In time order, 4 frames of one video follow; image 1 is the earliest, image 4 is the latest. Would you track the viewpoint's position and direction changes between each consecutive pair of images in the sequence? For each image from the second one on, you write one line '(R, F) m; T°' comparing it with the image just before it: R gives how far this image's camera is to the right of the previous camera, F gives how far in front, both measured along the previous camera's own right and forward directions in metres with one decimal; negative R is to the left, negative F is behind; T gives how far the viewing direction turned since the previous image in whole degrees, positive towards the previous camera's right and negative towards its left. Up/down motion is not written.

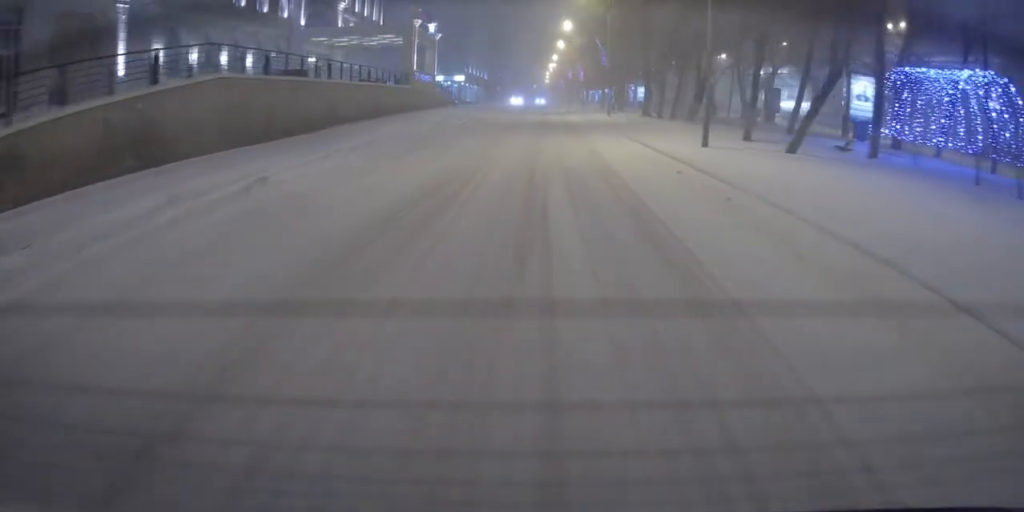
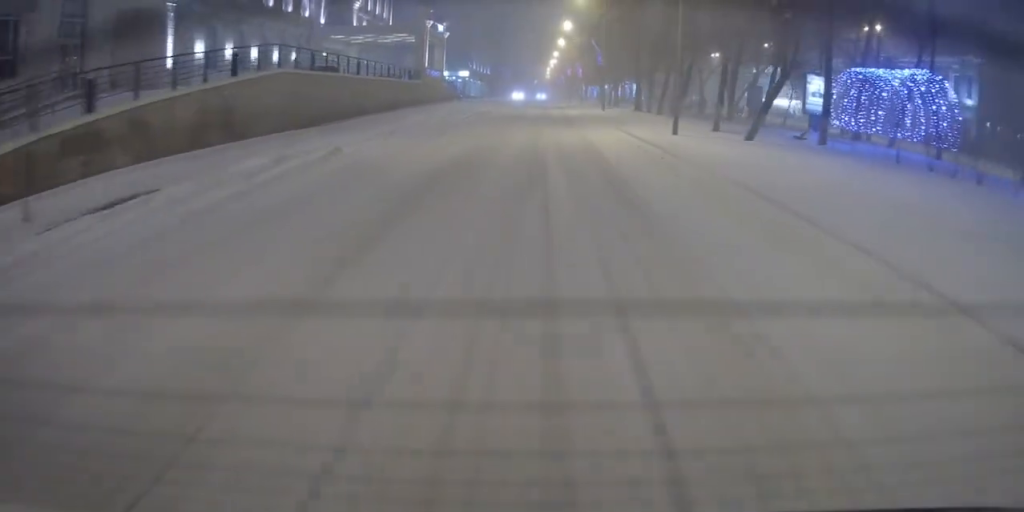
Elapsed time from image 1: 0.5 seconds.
(0.0, +4.4) m; 0°
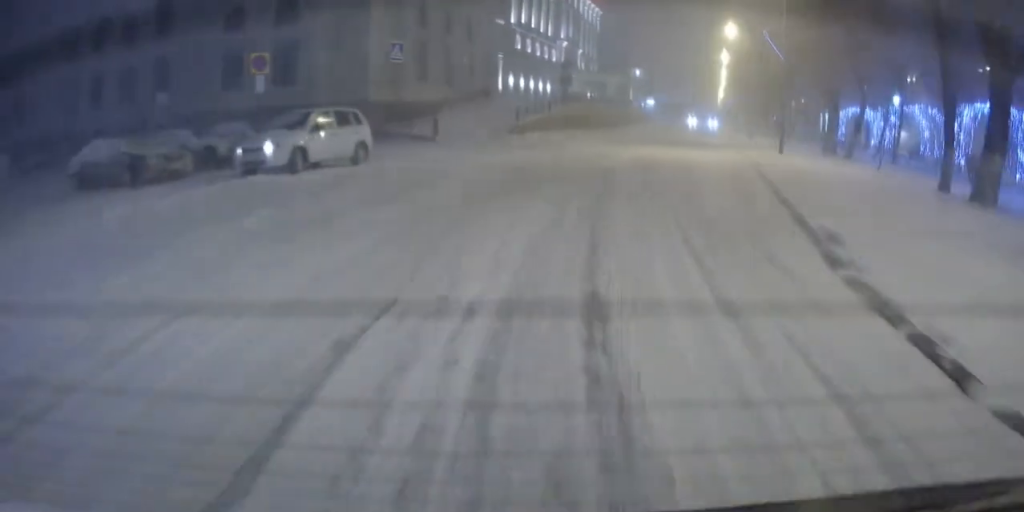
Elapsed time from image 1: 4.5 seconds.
(-0.8, +31.6) m; -12°
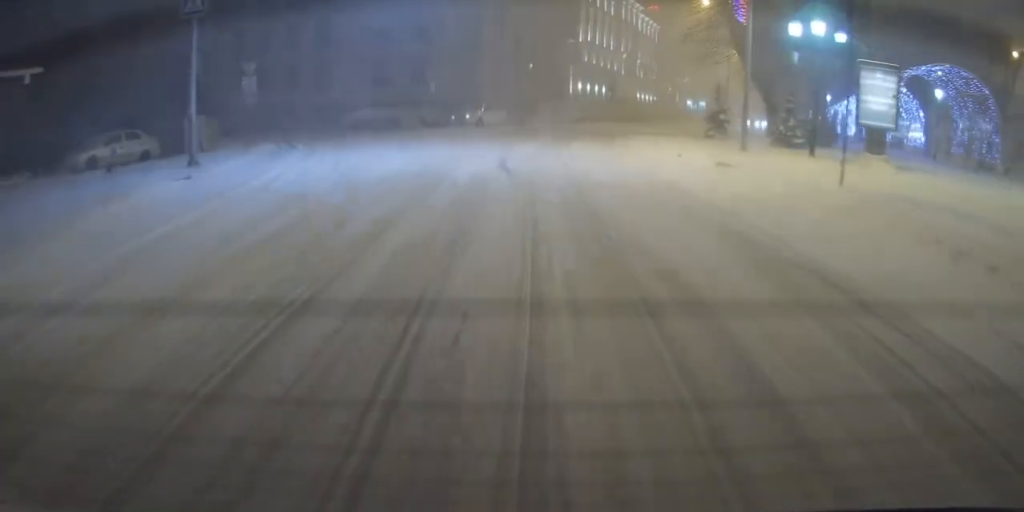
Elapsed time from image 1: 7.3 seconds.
(-2.8, +21.0) m; -13°
